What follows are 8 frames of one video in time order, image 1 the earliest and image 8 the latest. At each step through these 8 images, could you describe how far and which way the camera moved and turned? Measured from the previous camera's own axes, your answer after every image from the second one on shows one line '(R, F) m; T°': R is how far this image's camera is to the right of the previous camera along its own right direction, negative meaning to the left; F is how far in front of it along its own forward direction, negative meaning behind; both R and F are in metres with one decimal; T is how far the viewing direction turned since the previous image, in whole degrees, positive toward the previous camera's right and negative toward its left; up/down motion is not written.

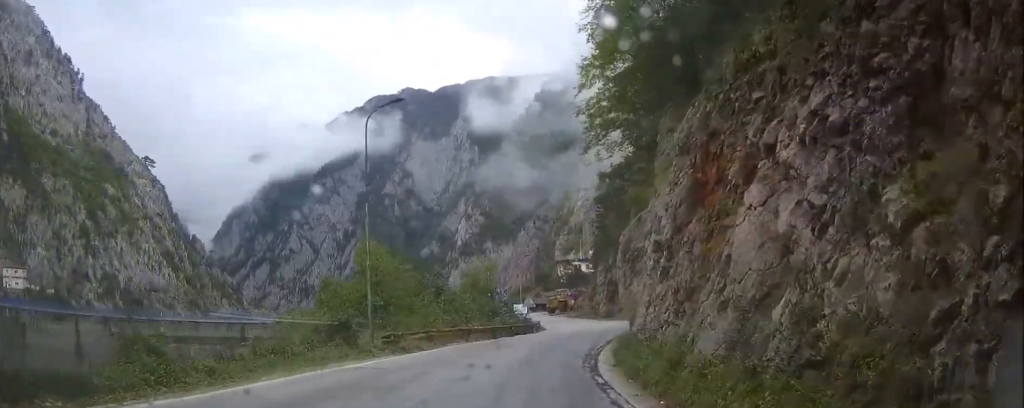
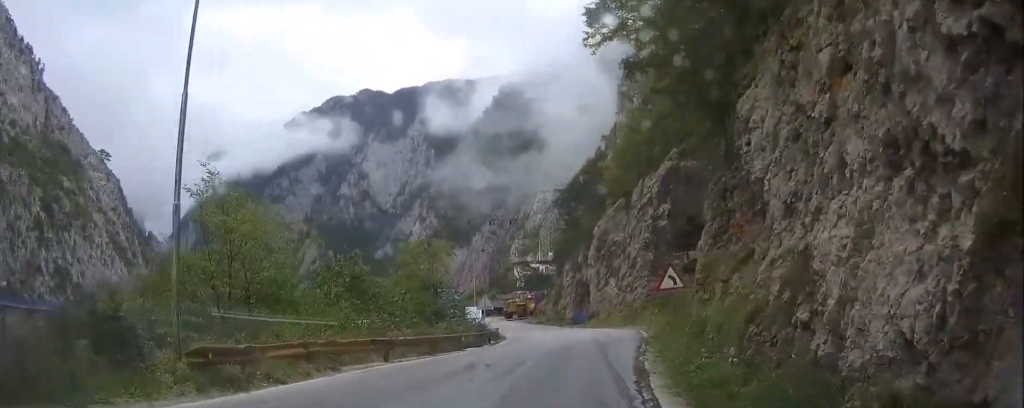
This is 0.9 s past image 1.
(+0.3, +11.5) m; +5°
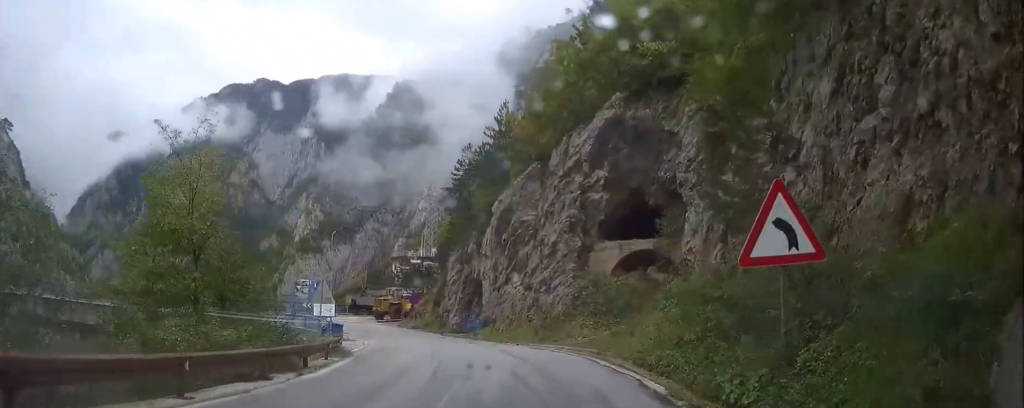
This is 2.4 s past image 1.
(+1.6, +15.4) m; +10°
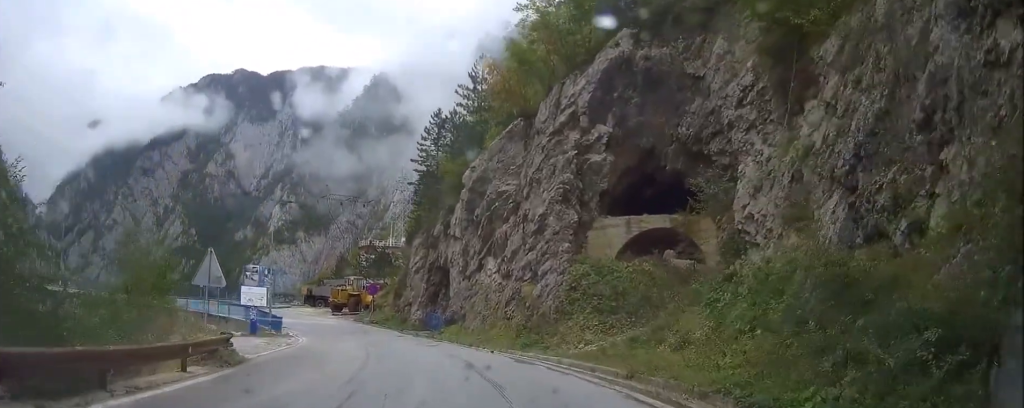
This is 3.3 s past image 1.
(+0.3, +8.2) m; +1°
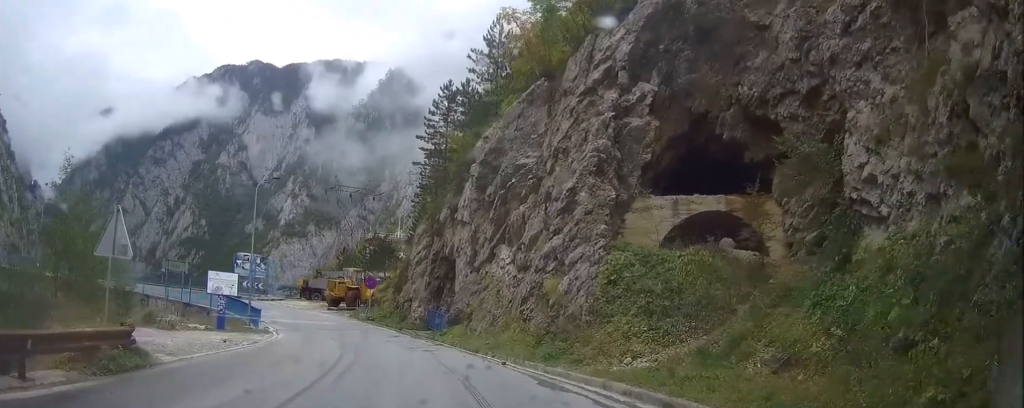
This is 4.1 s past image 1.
(0.0, +5.5) m; -2°
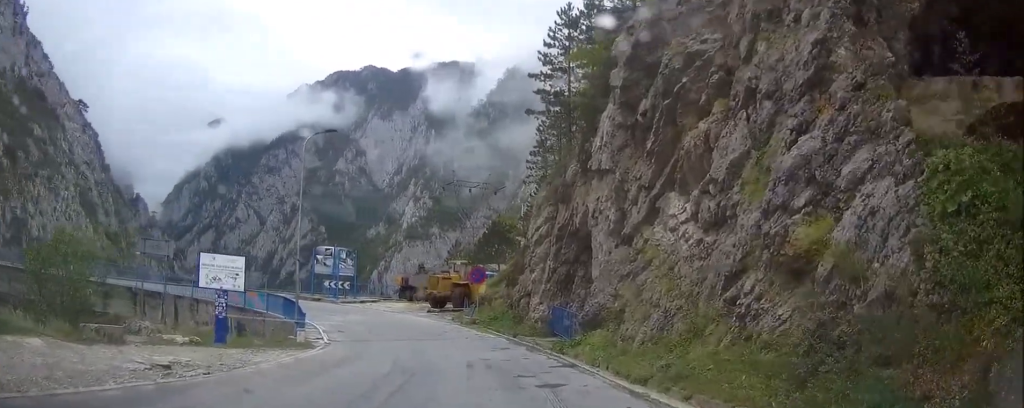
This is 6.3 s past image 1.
(-1.5, +11.1) m; -26°
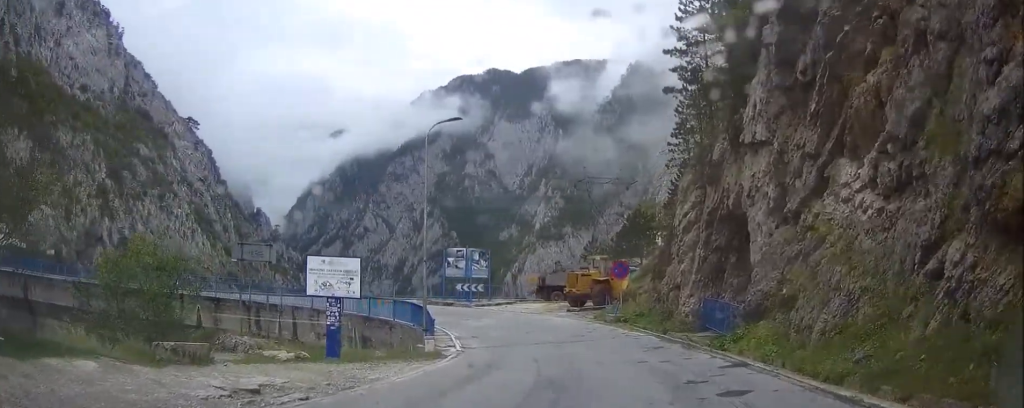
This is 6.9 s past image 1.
(-0.1, +2.4) m; -17°
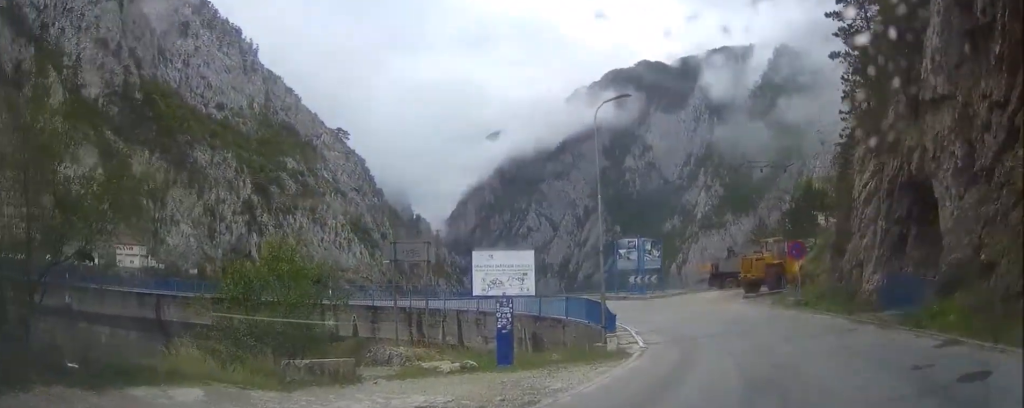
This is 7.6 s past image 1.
(-0.7, +1.8) m; -19°
